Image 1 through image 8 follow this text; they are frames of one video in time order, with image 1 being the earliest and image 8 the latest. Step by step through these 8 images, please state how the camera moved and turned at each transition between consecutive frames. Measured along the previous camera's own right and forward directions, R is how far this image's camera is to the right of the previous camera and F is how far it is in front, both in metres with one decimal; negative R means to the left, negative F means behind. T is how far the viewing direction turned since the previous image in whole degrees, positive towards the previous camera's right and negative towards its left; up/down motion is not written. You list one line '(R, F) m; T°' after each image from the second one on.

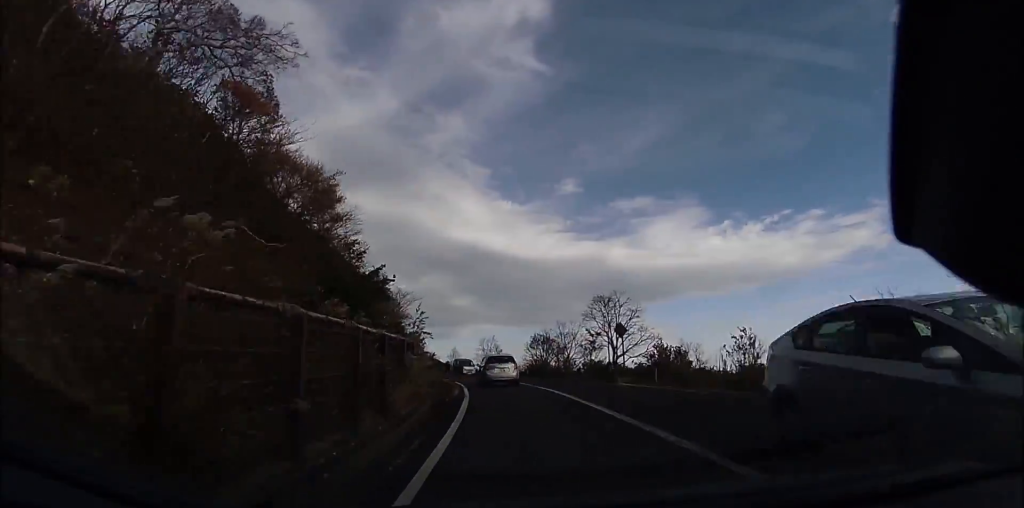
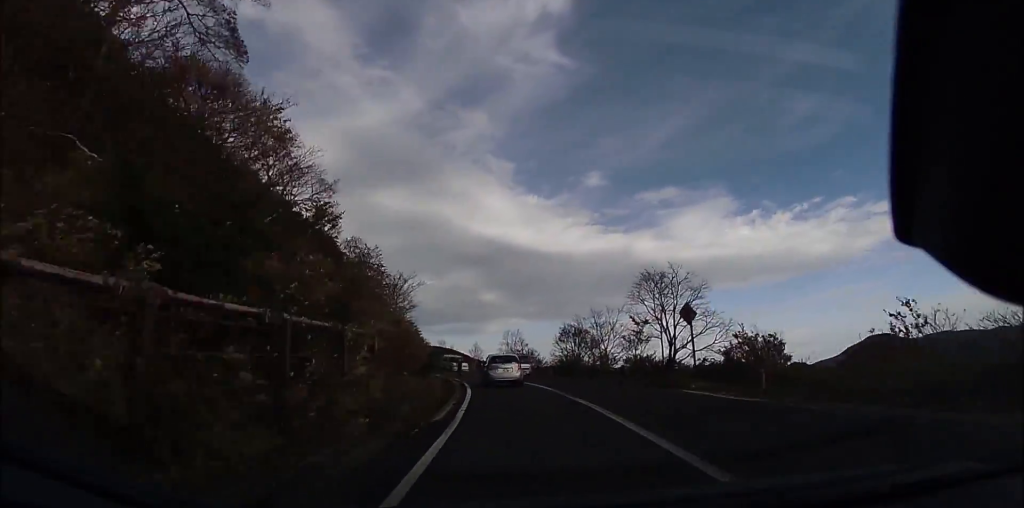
(0.0, +5.8) m; -1°
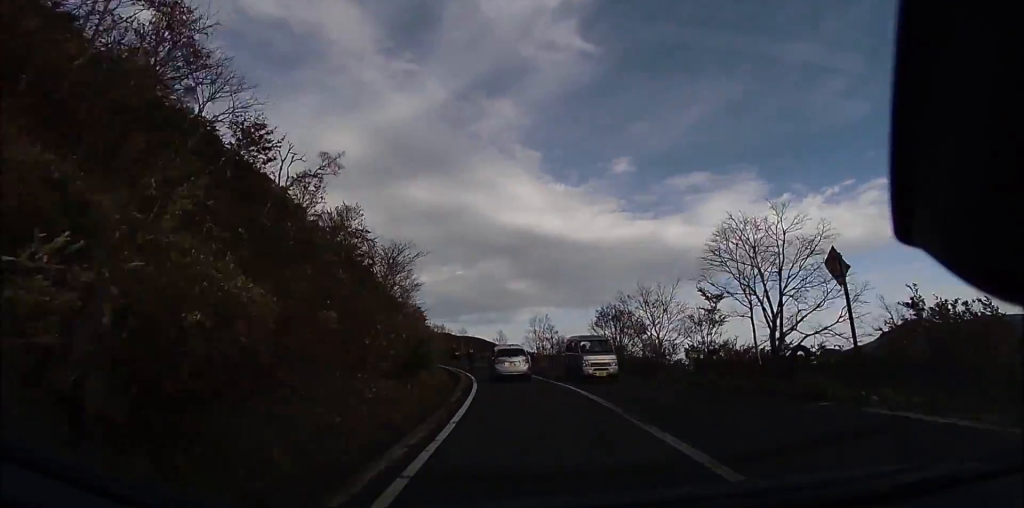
(-0.1, +6.4) m; -2°
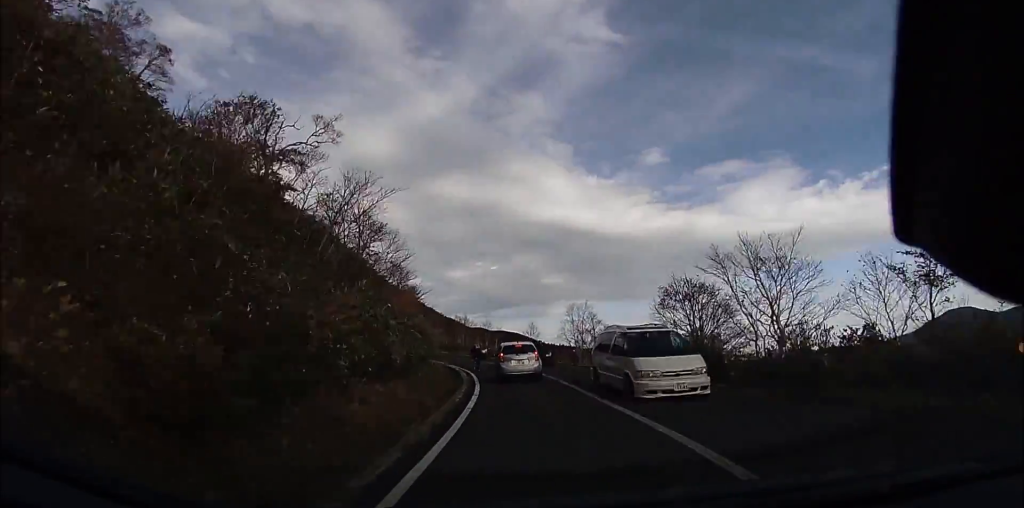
(-0.2, +8.6) m; -3°
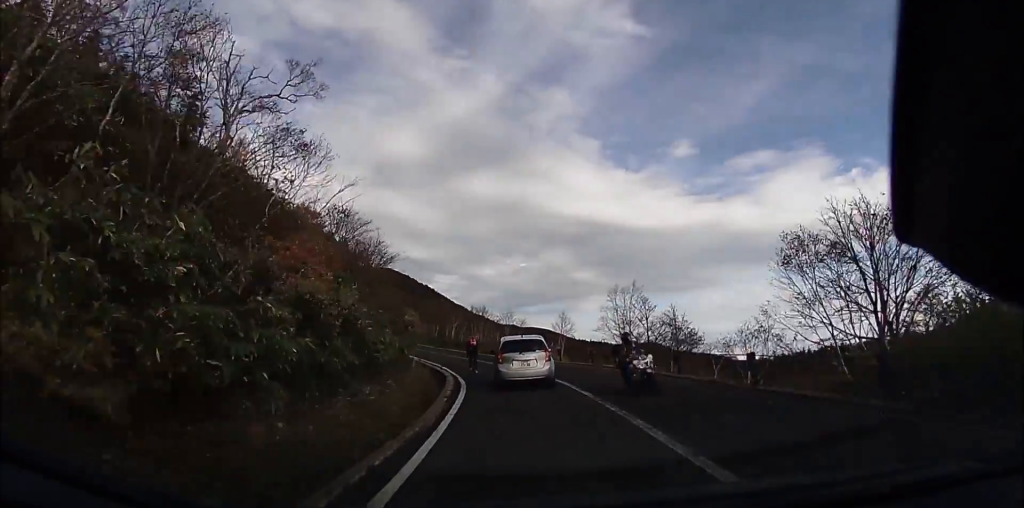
(-0.3, +10.0) m; -5°
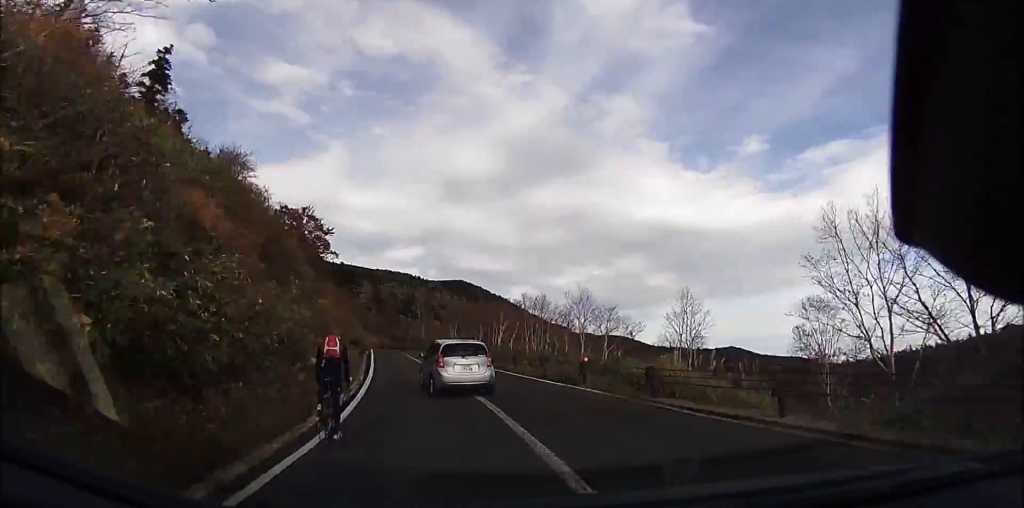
(-2.2, +21.0) m; -14°
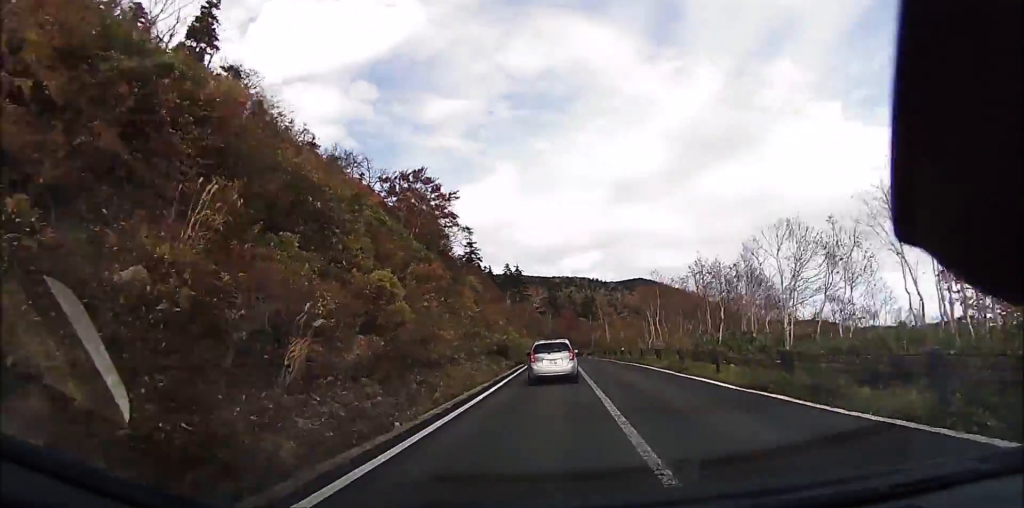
(-3.6, +20.0) m; -18°
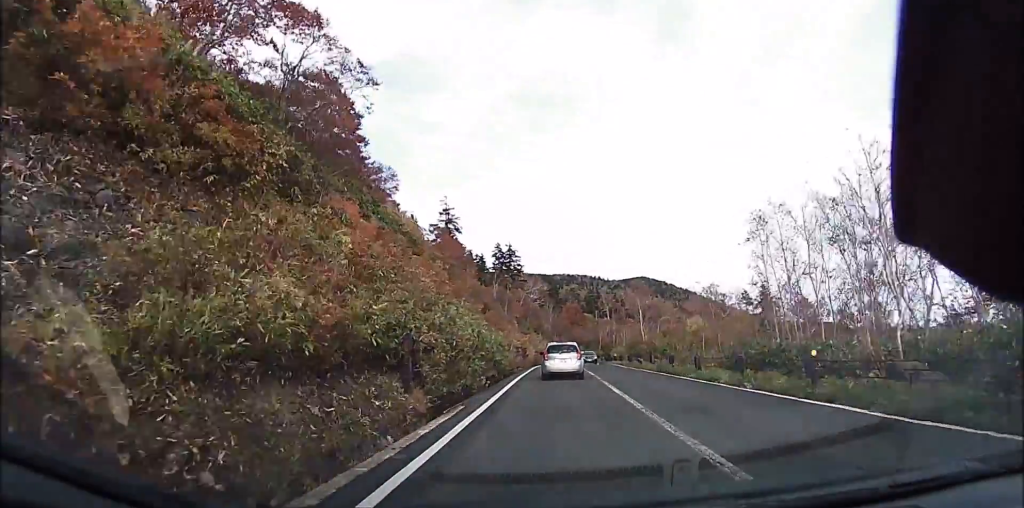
(-1.3, +22.5) m; -3°
